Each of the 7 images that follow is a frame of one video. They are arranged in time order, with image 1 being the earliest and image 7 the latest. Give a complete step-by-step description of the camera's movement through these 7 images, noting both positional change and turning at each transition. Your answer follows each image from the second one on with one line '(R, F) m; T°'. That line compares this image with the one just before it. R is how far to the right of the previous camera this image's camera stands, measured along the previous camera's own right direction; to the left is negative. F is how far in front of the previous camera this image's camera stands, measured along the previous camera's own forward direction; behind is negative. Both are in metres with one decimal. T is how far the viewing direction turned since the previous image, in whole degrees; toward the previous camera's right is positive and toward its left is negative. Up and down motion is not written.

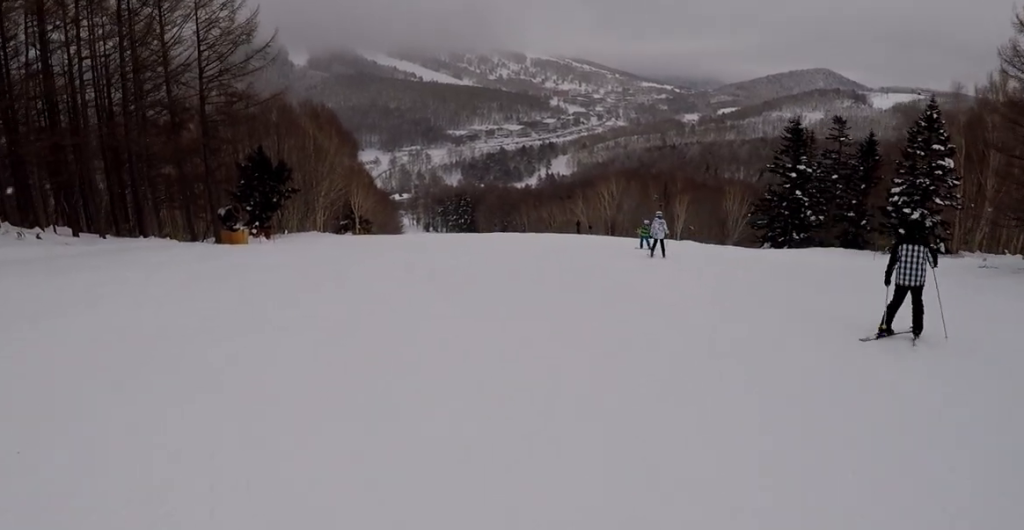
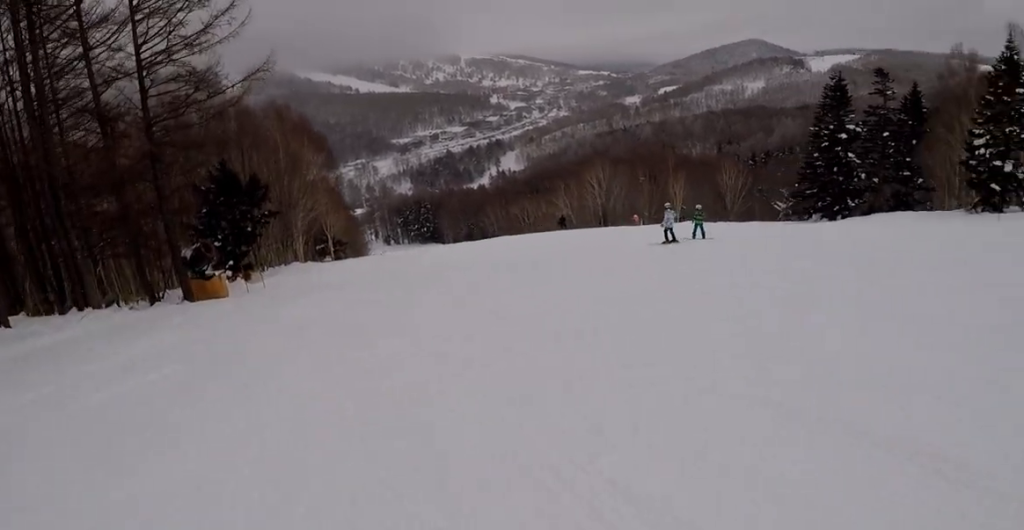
(-0.5, +12.5) m; +9°
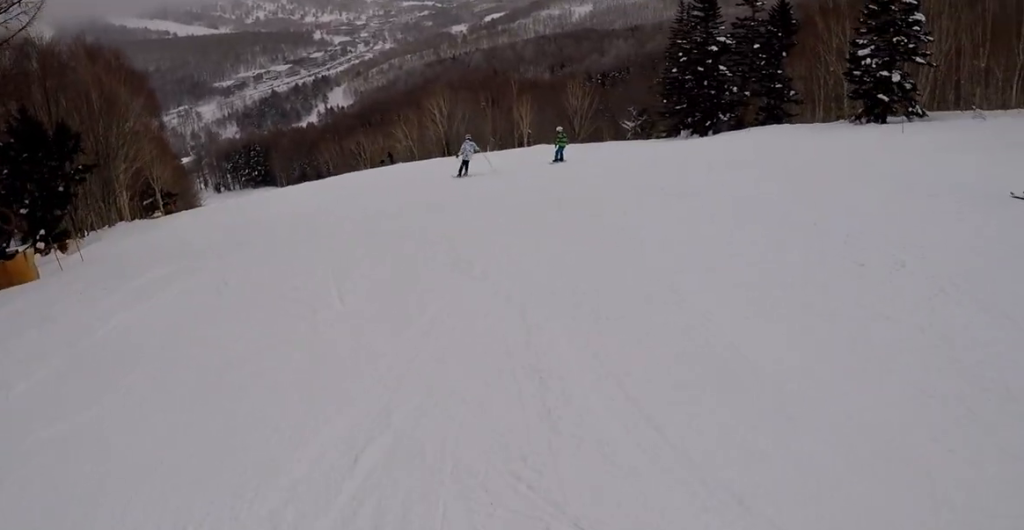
(+0.8, +5.6) m; +3°
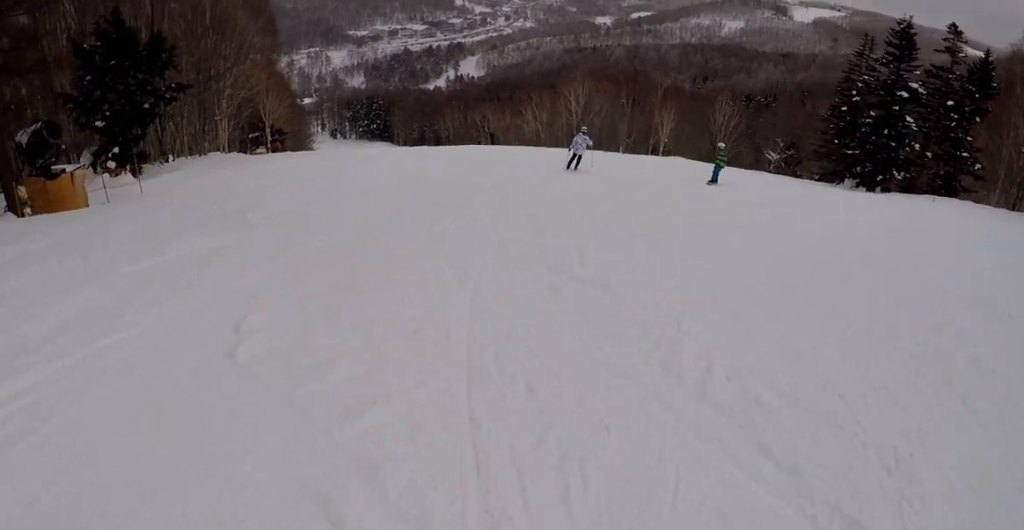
(-0.6, +5.2) m; +2°
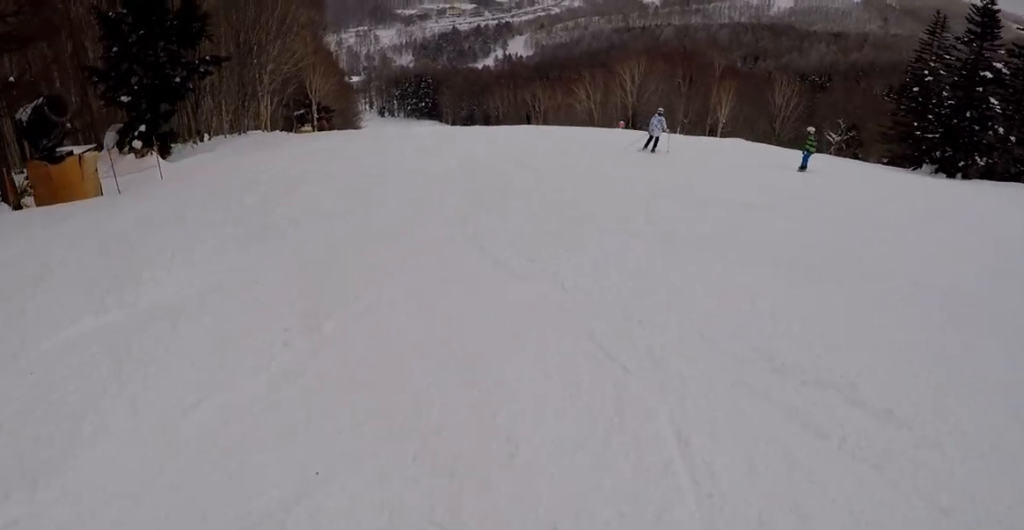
(+0.4, +3.2) m; +8°
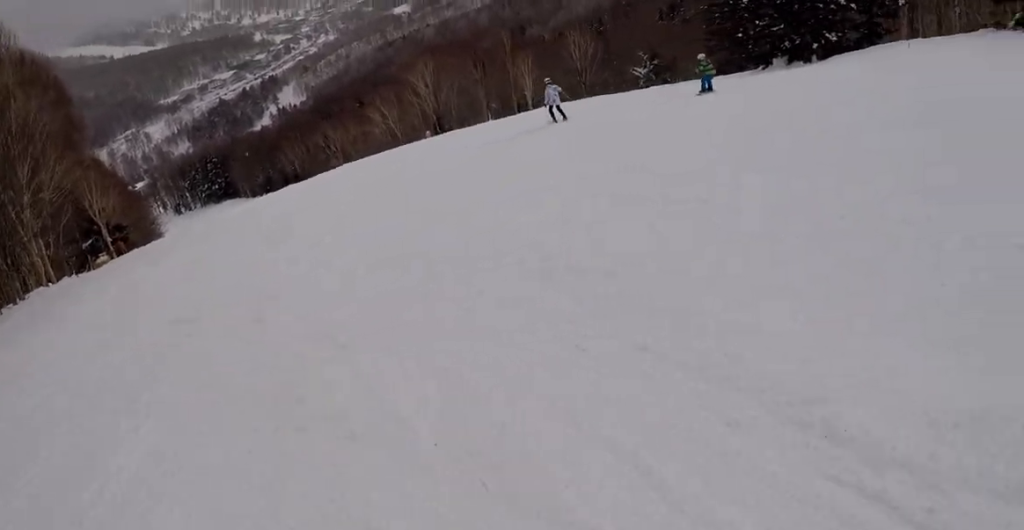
(+1.2, +7.3) m; +11°
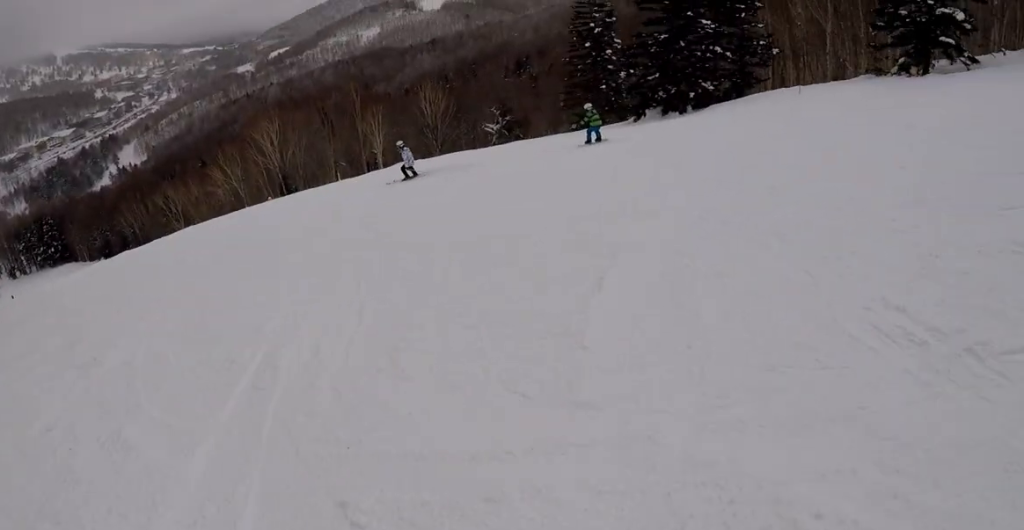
(+0.7, +4.1) m; -1°
